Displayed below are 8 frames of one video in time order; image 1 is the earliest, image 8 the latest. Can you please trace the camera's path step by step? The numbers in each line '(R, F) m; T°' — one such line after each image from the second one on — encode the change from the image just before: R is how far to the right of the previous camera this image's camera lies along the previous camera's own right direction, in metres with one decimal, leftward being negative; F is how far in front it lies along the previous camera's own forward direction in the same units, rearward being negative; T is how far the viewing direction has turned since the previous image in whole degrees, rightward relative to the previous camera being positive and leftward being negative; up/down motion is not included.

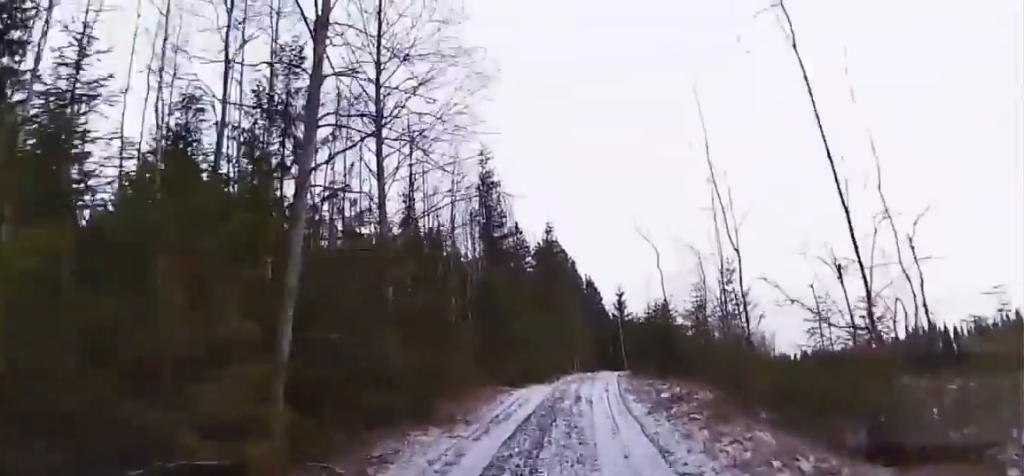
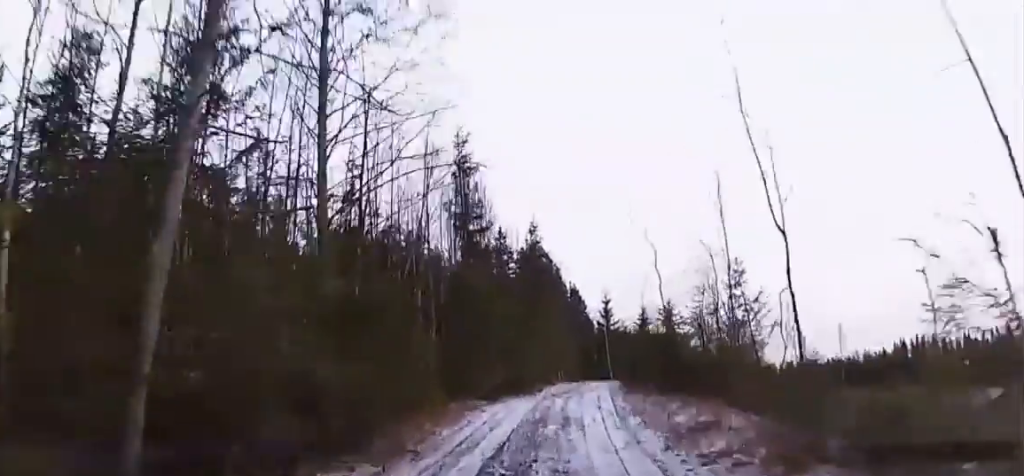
(+0.2, +3.8) m; 0°
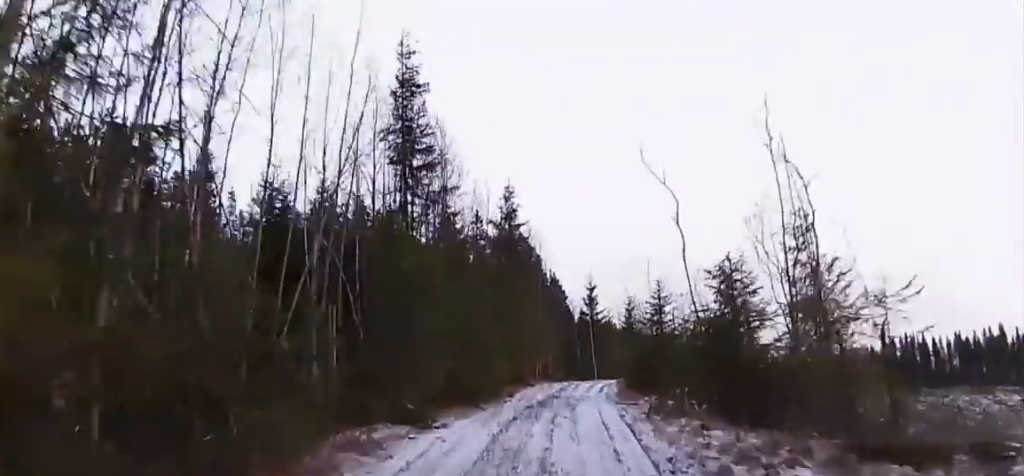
(-0.1, +7.9) m; +3°
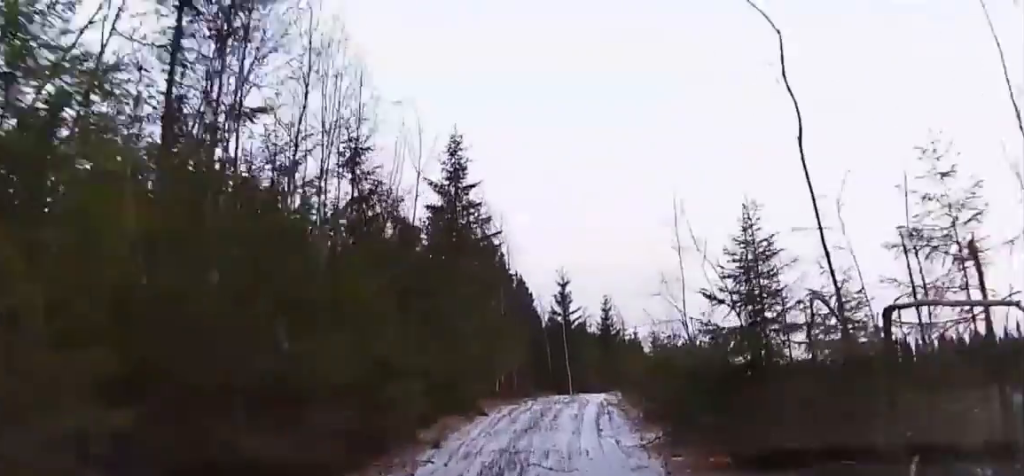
(+0.8, +11.1) m; +5°
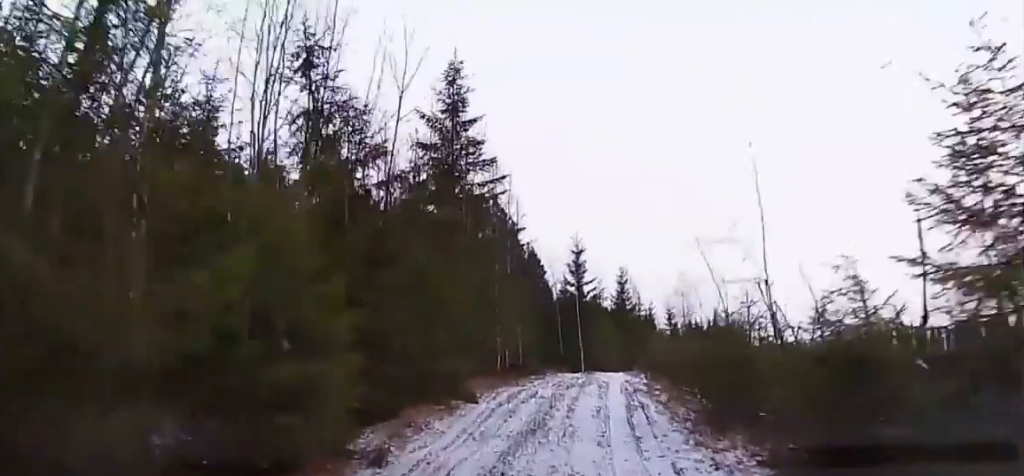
(-0.1, +5.0) m; -1°
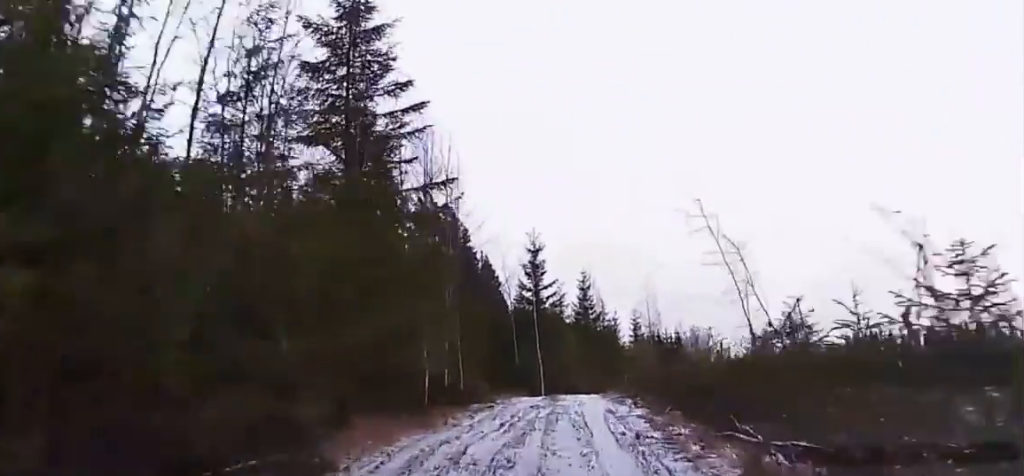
(-0.1, +7.6) m; 0°
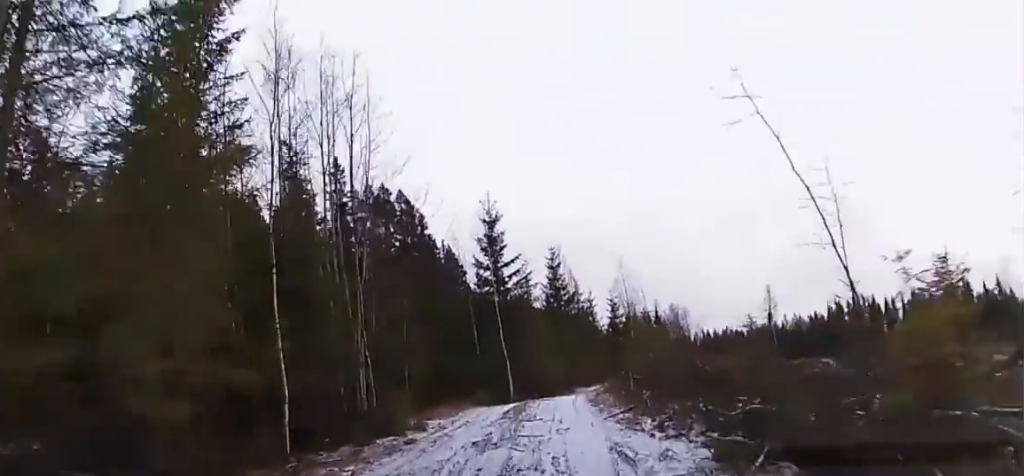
(+0.1, +8.4) m; +3°
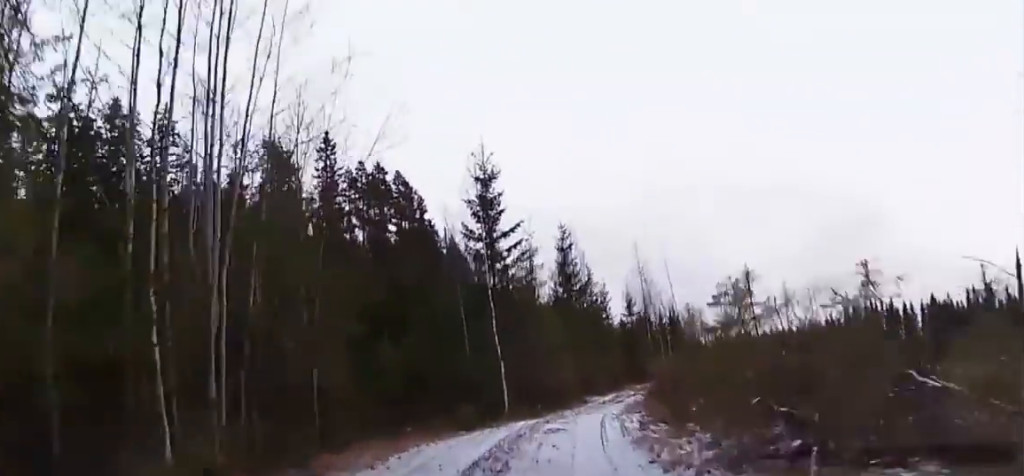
(+0.3, +9.1) m; +3°
